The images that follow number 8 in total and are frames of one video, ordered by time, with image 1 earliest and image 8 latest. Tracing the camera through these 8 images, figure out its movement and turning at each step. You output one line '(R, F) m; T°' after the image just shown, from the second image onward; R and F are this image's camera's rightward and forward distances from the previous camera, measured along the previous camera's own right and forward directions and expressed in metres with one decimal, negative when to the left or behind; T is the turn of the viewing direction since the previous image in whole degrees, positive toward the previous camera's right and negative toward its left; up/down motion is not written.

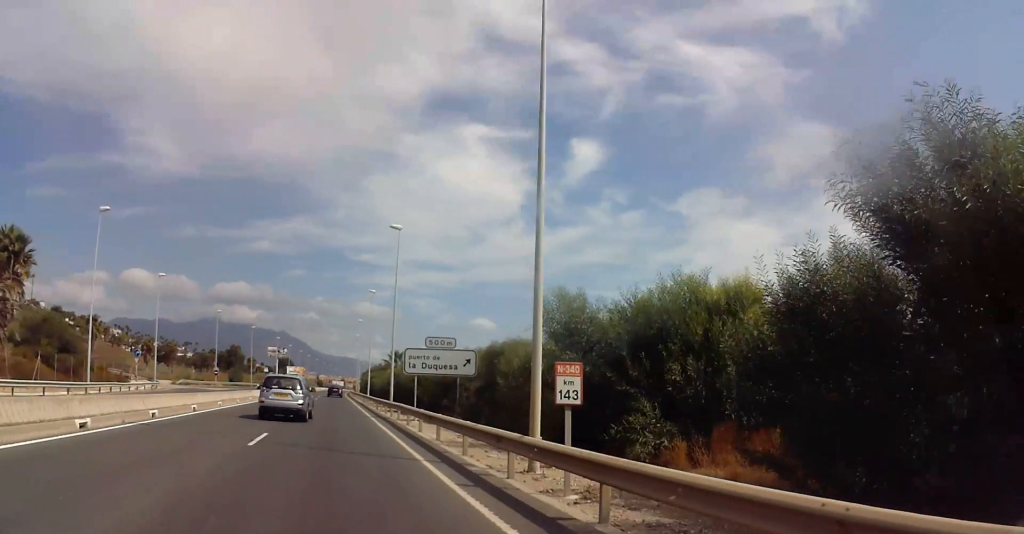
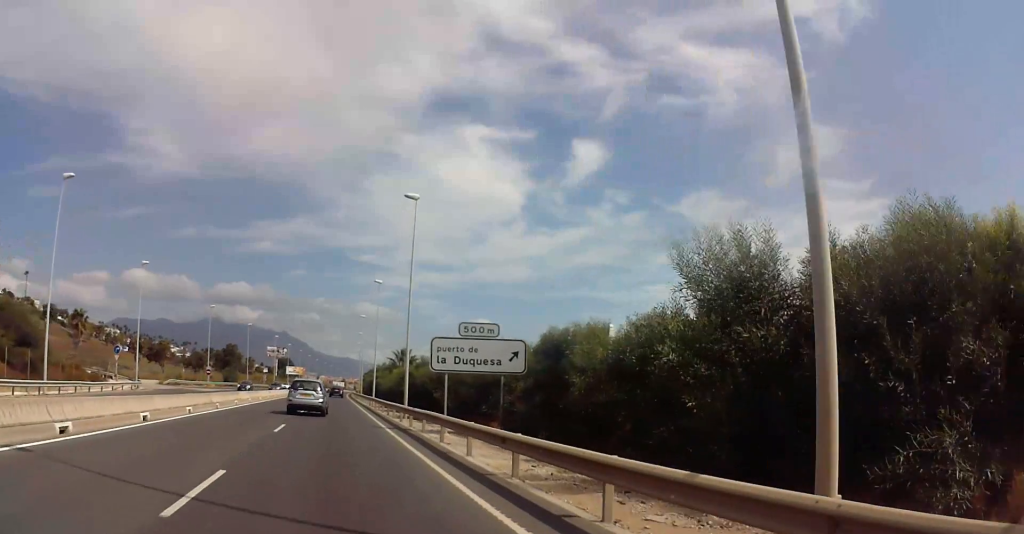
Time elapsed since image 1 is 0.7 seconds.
(-0.1, +7.8) m; 0°
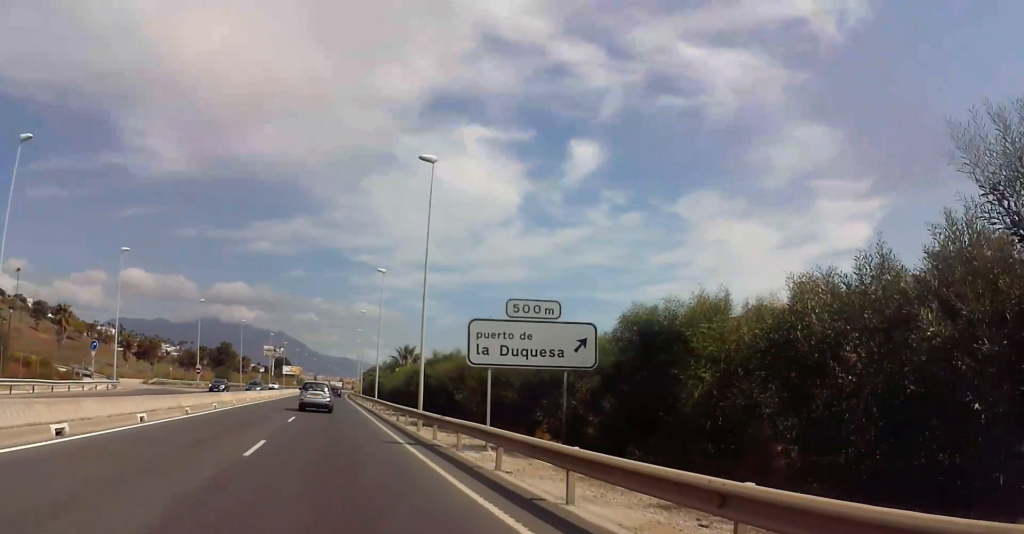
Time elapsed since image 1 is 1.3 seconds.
(+0.2, +6.7) m; +1°
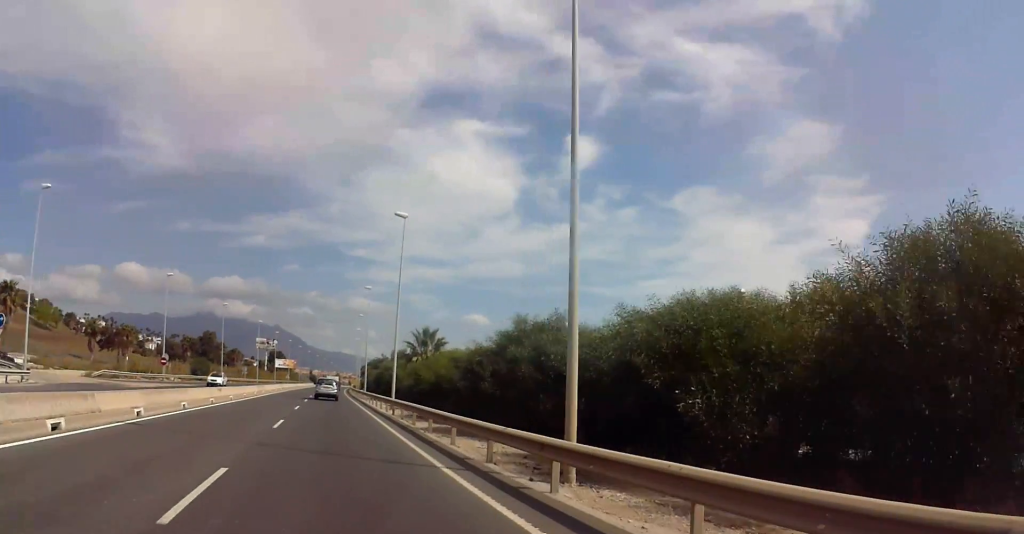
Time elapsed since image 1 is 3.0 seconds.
(-0.2, +19.1) m; -1°
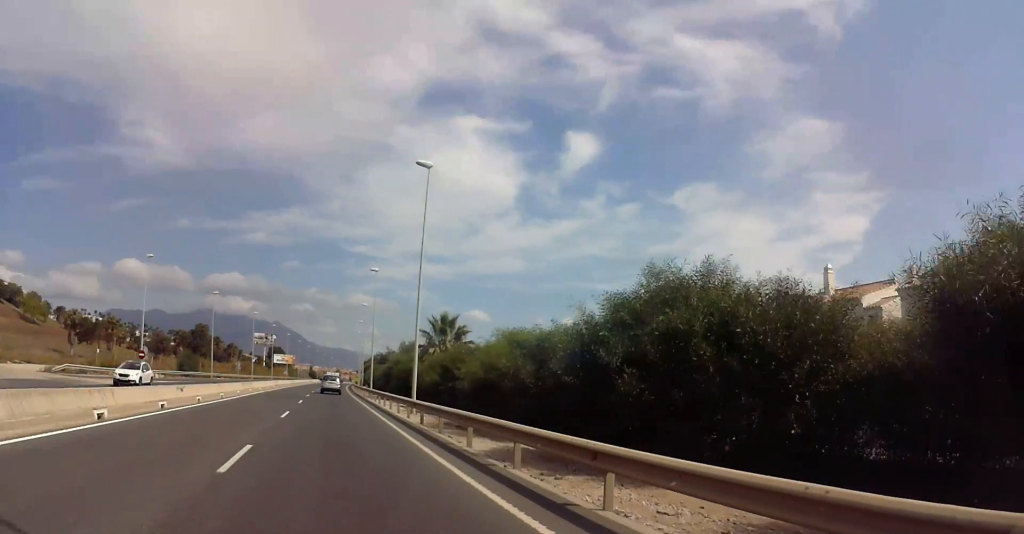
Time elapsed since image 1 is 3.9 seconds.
(0.0, +10.0) m; 0°
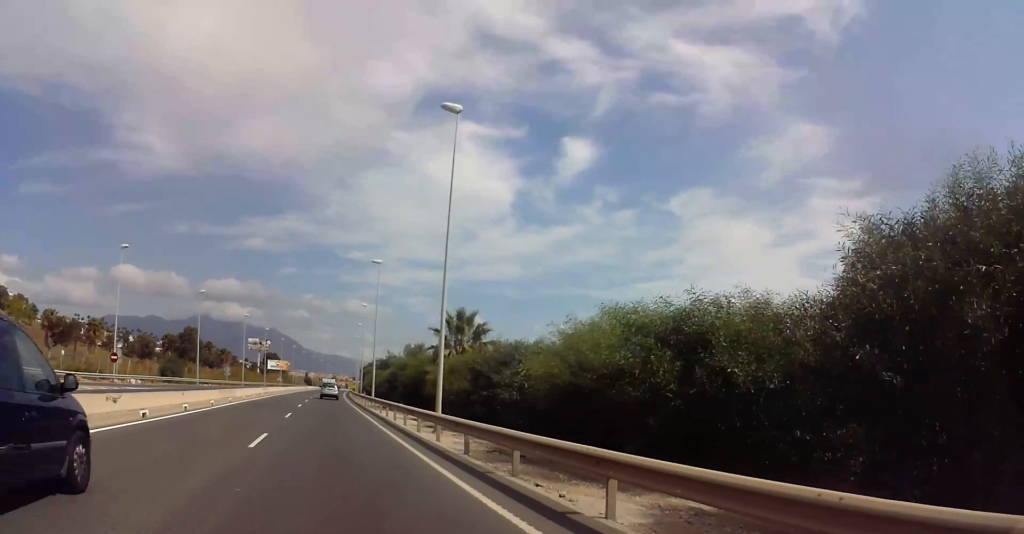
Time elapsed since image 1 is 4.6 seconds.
(0.0, +7.8) m; 0°
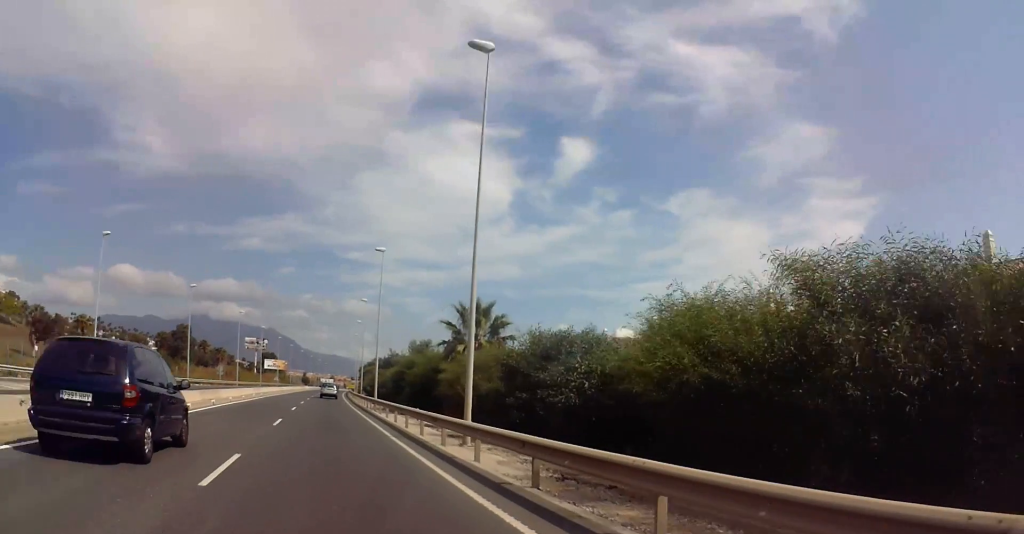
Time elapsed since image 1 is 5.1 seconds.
(0.0, +6.1) m; 0°
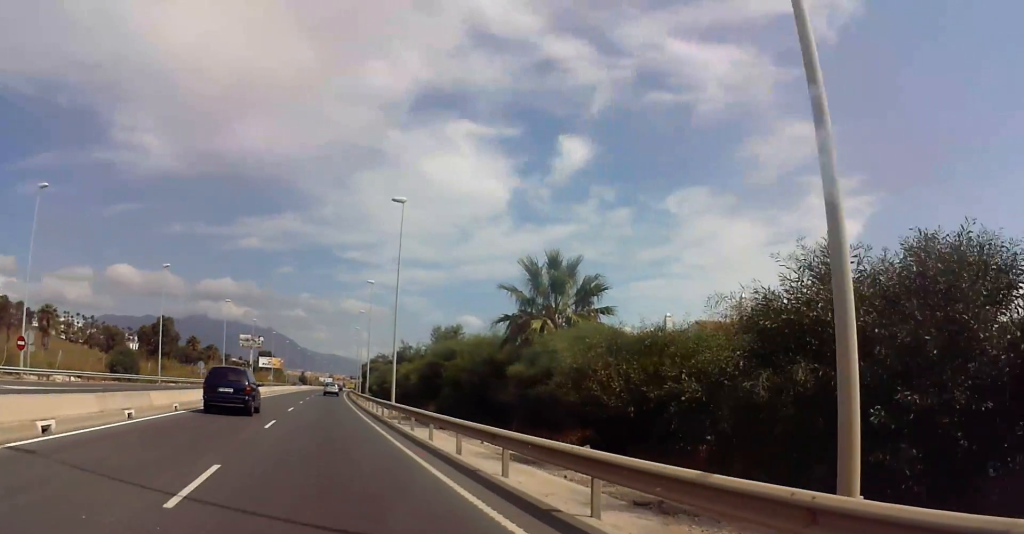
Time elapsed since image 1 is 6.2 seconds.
(+0.1, +13.9) m; +1°
